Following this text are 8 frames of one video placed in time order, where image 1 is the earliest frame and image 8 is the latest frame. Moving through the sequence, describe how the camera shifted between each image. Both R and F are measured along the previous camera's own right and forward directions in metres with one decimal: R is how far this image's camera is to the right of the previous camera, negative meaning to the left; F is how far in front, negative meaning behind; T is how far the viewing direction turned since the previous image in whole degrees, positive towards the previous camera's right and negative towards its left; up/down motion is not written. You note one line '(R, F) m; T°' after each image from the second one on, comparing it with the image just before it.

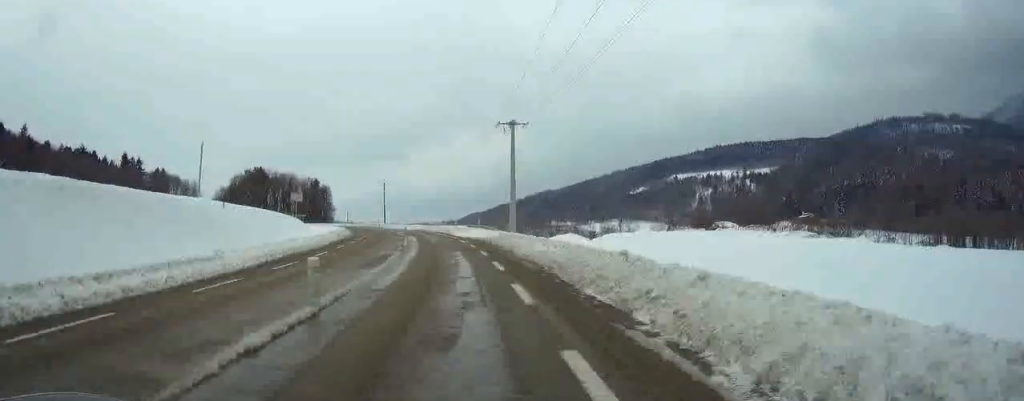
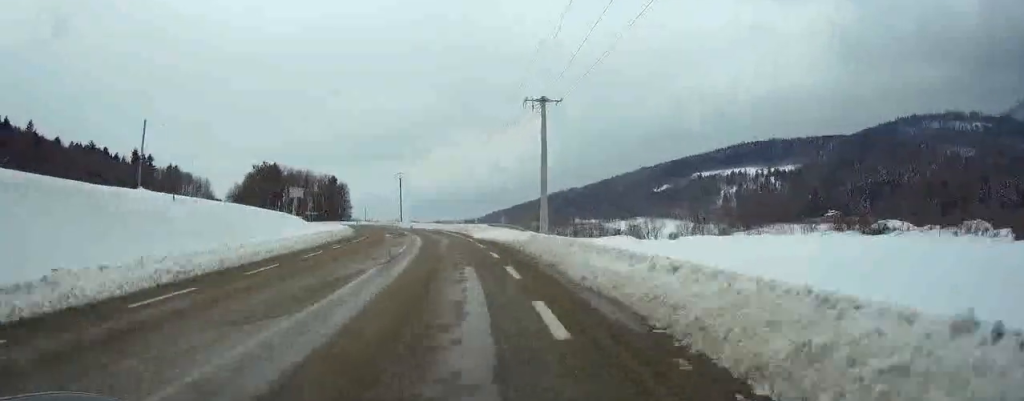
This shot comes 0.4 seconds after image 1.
(0.0, +9.9) m; -2°
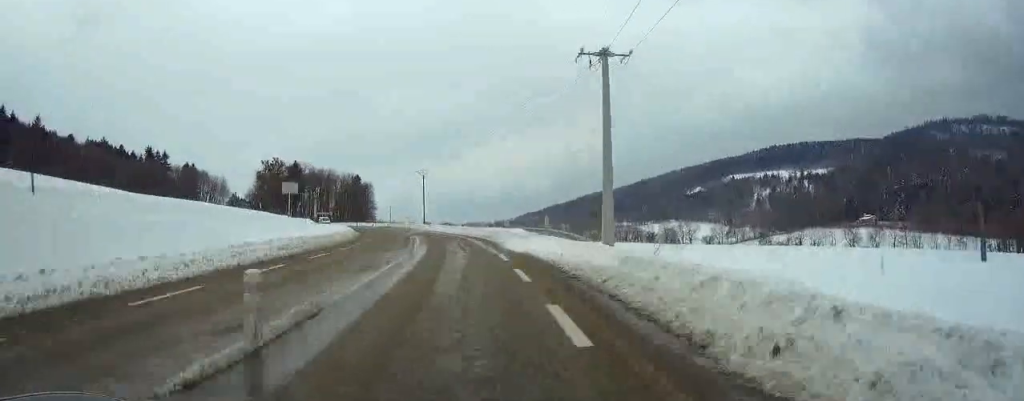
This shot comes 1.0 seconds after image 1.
(-0.5, +12.8) m; -2°
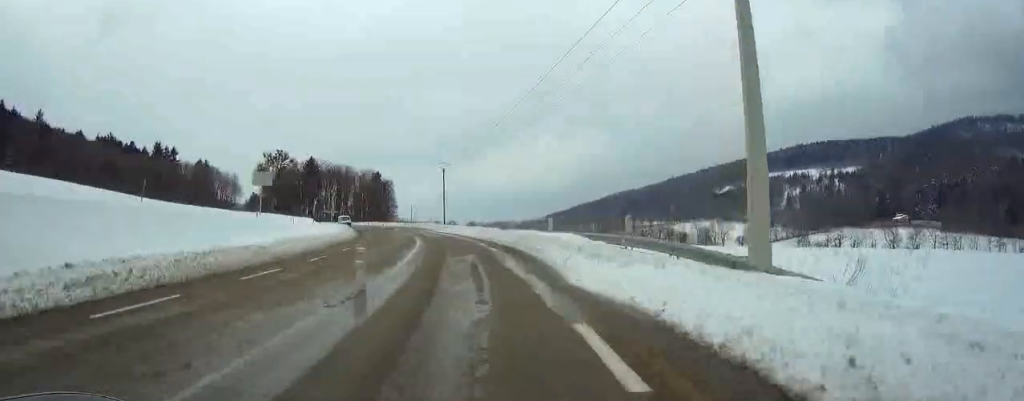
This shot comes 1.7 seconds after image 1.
(-0.3, +14.9) m; -3°
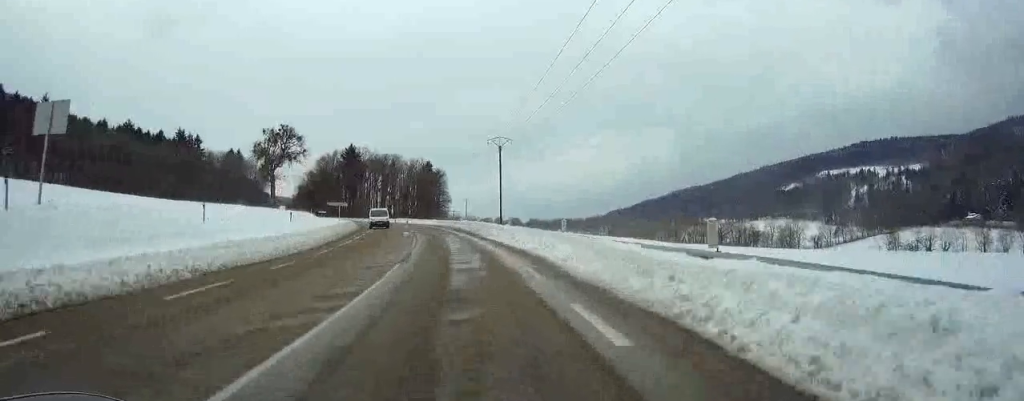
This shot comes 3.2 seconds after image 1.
(-1.4, +30.9) m; -6°
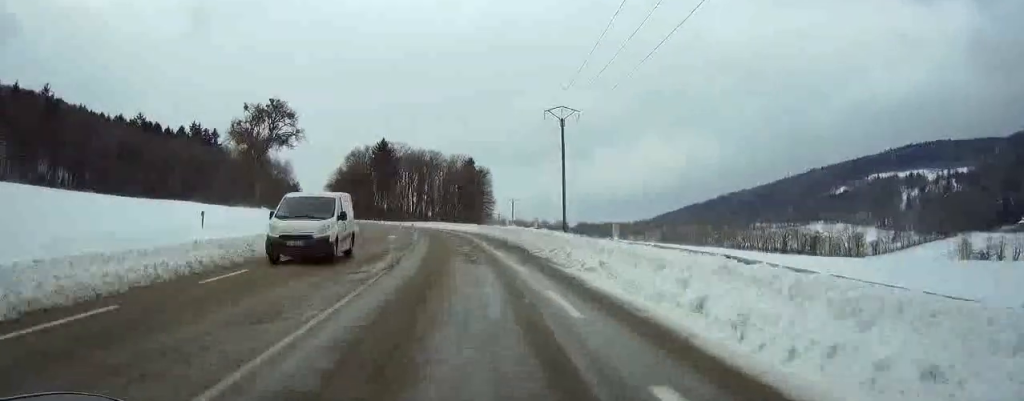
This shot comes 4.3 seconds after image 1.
(-0.8, +23.1) m; -4°
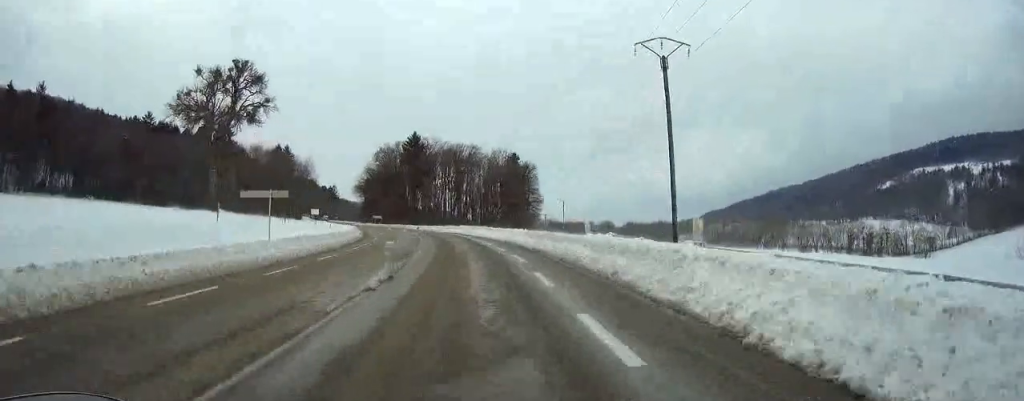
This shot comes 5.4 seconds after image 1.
(-0.6, +22.8) m; -4°
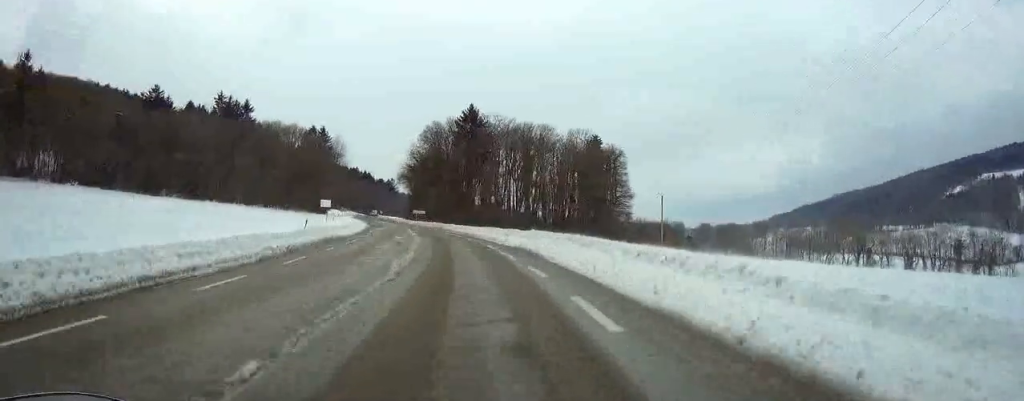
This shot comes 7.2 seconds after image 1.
(-1.7, +36.8) m; -4°
